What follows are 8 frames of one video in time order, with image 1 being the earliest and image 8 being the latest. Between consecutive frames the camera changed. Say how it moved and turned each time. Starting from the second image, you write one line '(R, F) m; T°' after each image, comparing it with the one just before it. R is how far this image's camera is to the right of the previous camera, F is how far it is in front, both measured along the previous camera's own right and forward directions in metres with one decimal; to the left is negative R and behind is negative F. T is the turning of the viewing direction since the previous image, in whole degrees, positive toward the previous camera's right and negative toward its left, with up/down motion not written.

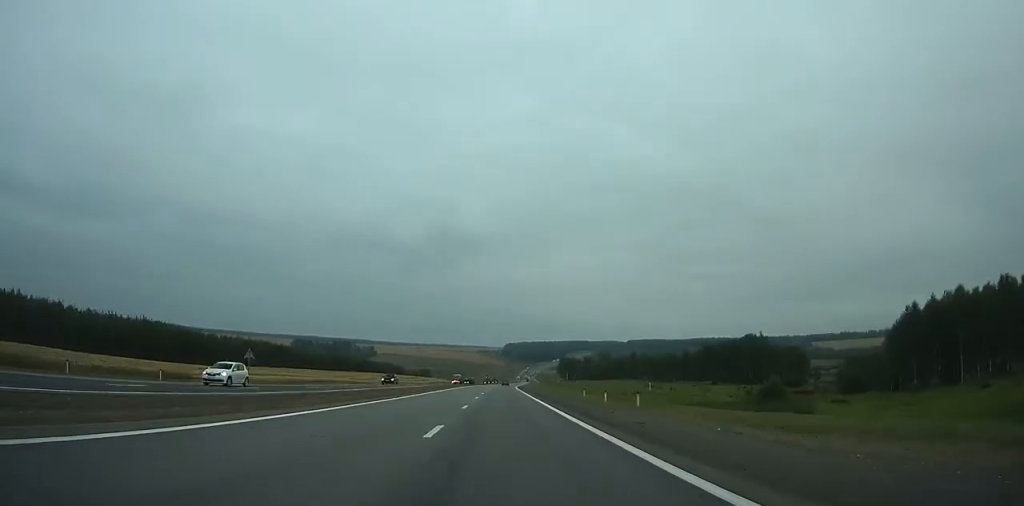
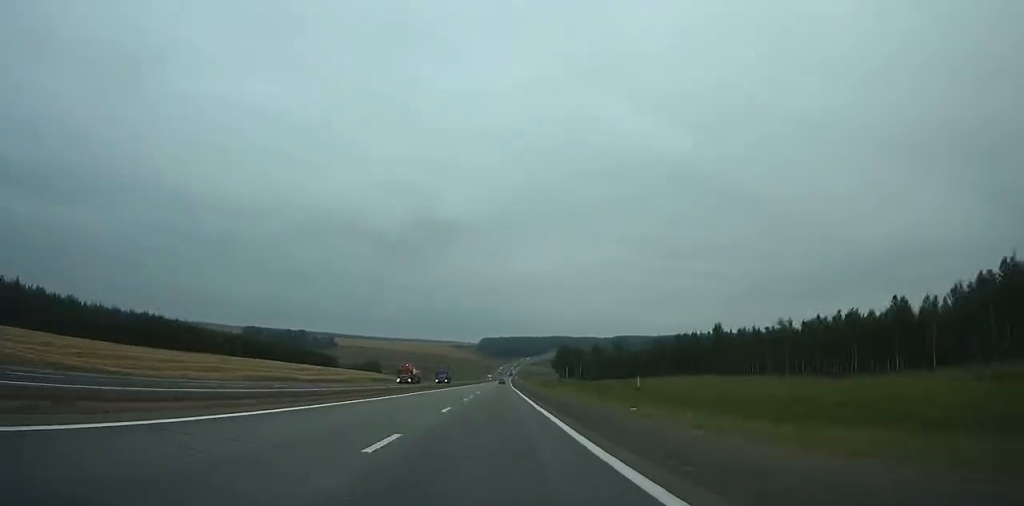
(+0.9, +124.2) m; +2°
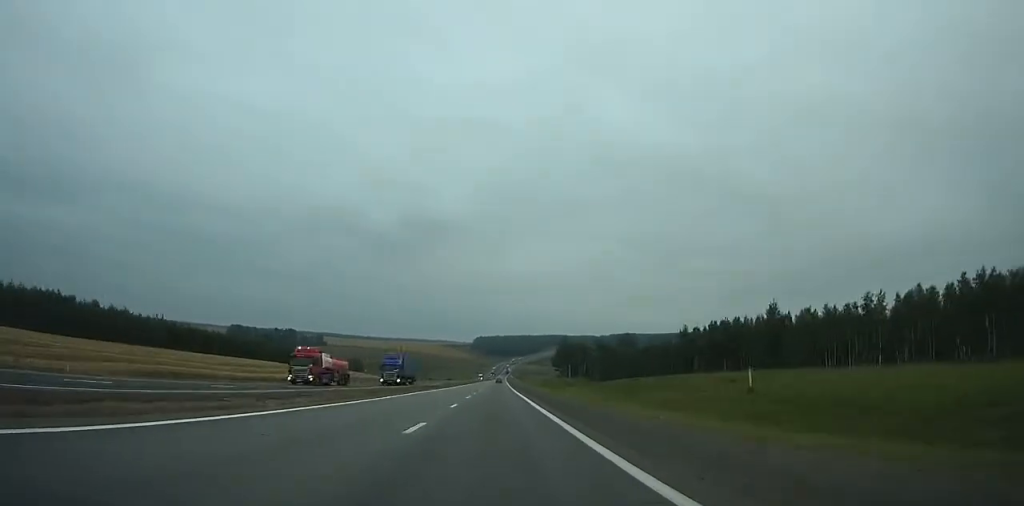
(+0.3, +33.9) m; 0°
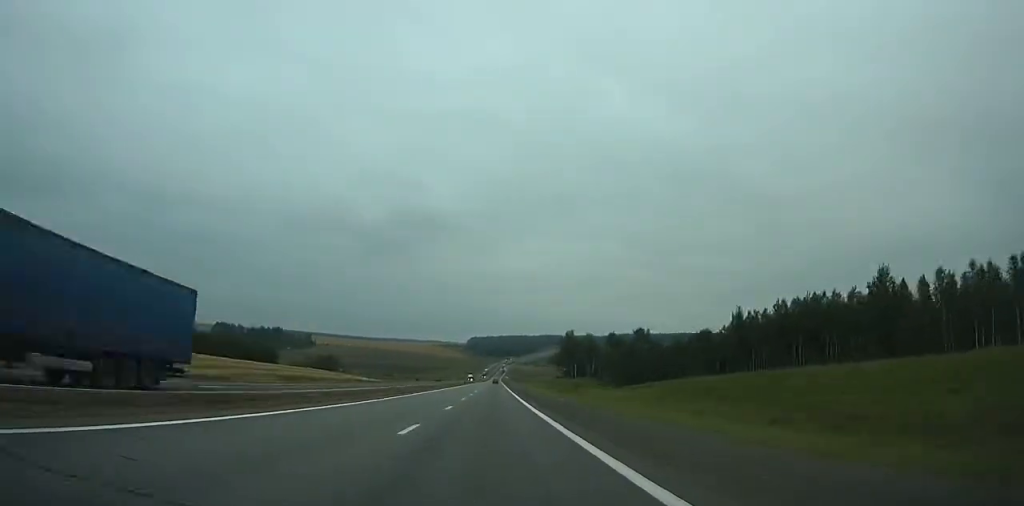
(+0.3, +36.5) m; 0°
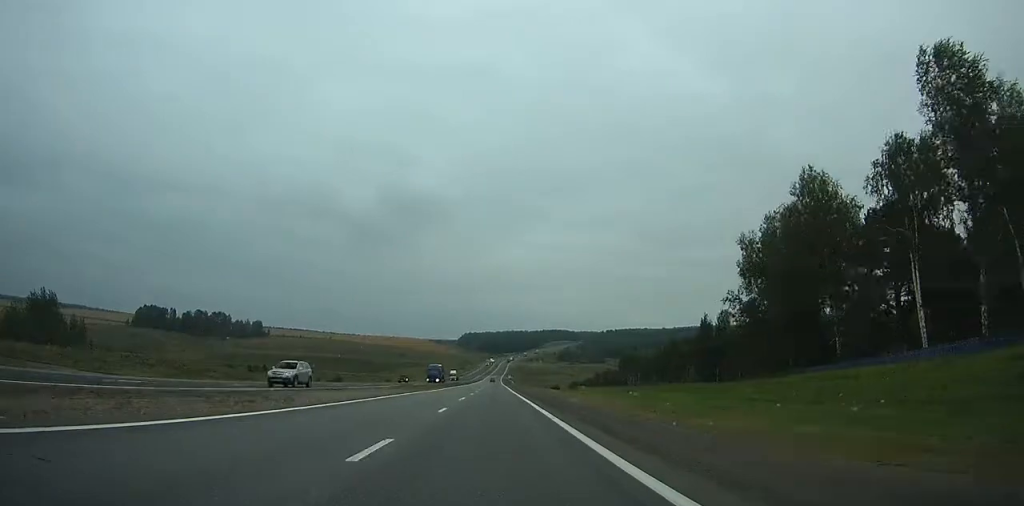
(+1.7, +196.5) m; +1°
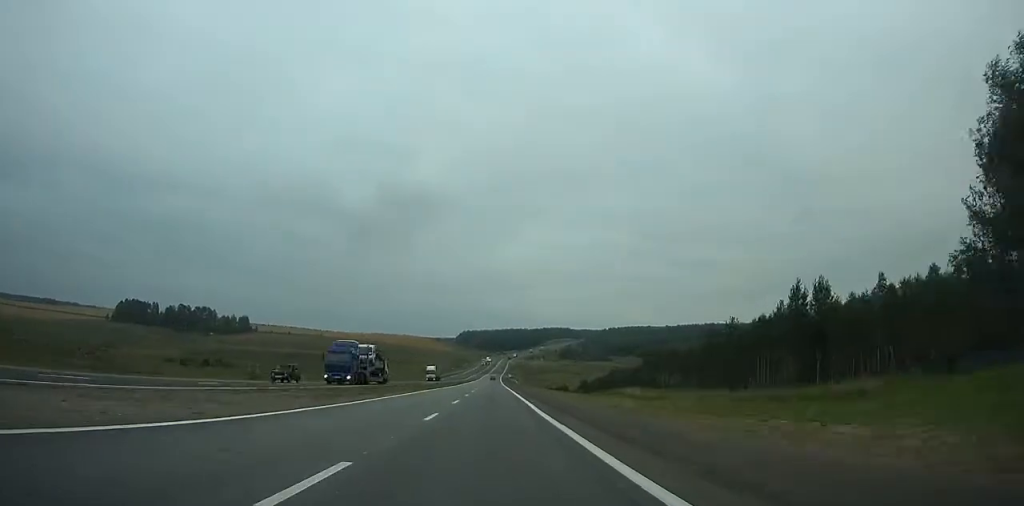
(0.0, +39.2) m; 0°
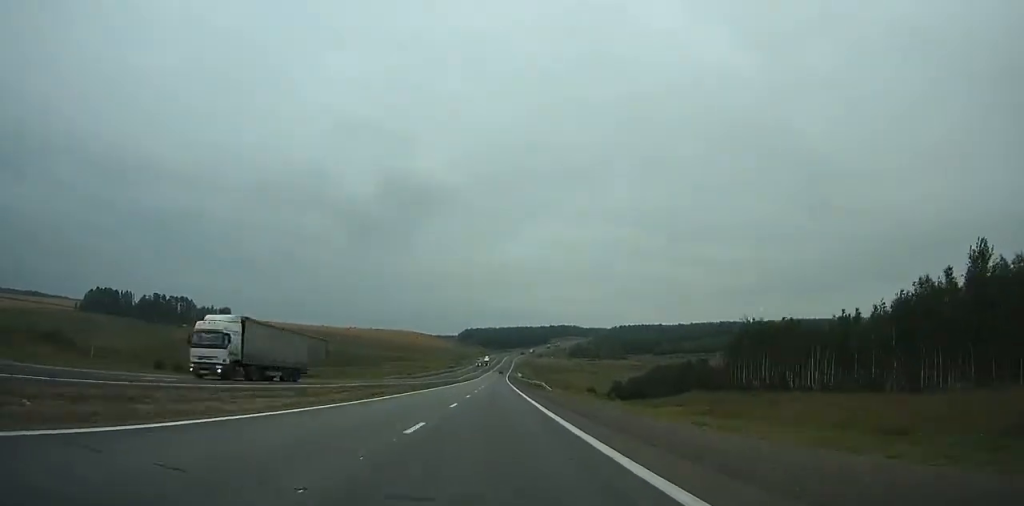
(-0.1, +64.9) m; 0°
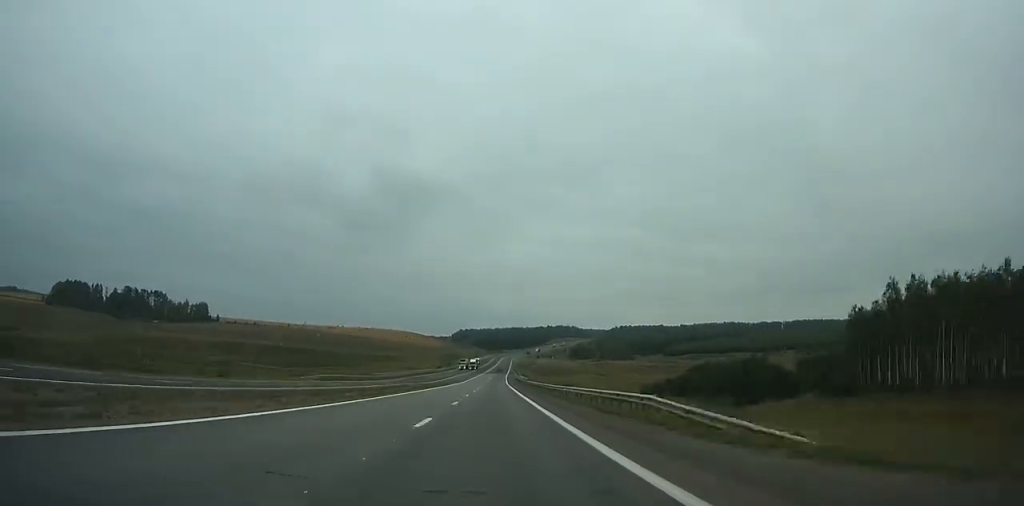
(0.0, +46.5) m; 0°
